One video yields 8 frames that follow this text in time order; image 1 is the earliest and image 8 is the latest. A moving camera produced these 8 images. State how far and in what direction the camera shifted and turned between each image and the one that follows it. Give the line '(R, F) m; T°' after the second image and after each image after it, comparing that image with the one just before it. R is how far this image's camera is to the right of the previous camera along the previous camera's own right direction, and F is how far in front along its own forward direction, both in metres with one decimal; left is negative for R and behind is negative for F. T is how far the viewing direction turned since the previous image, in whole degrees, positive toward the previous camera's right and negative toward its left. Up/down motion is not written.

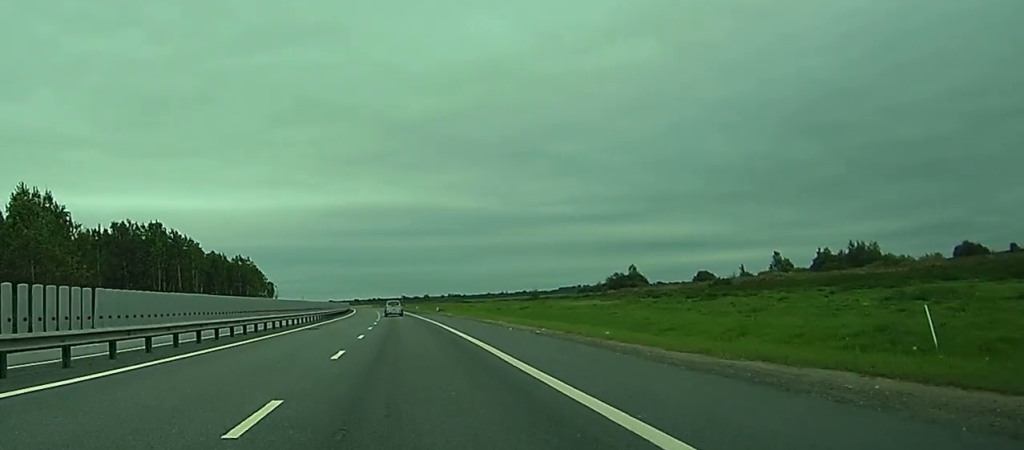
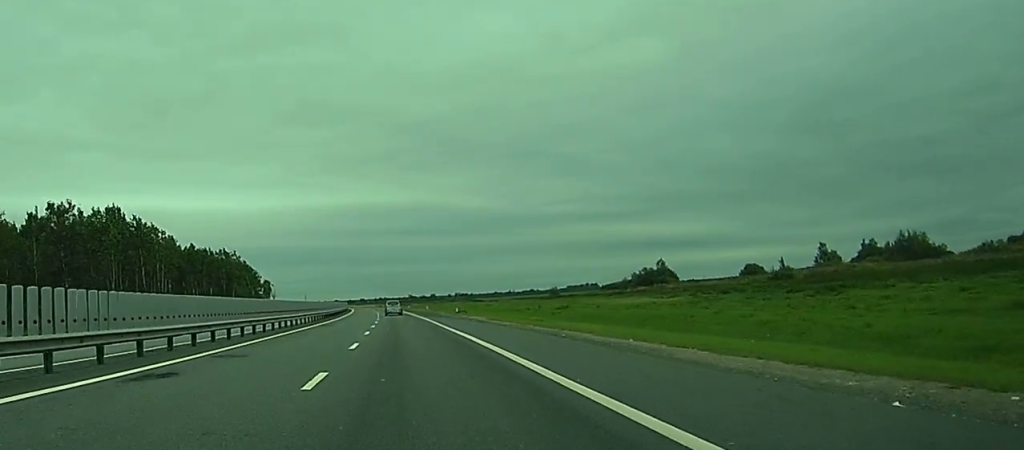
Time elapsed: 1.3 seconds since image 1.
(-0.3, +30.9) m; -1°
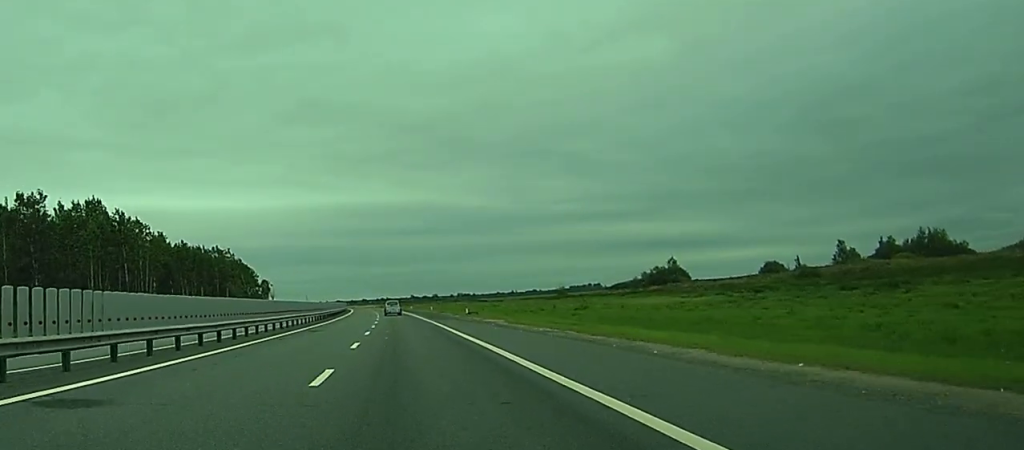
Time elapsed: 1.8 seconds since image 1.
(0.0, +11.0) m; 0°
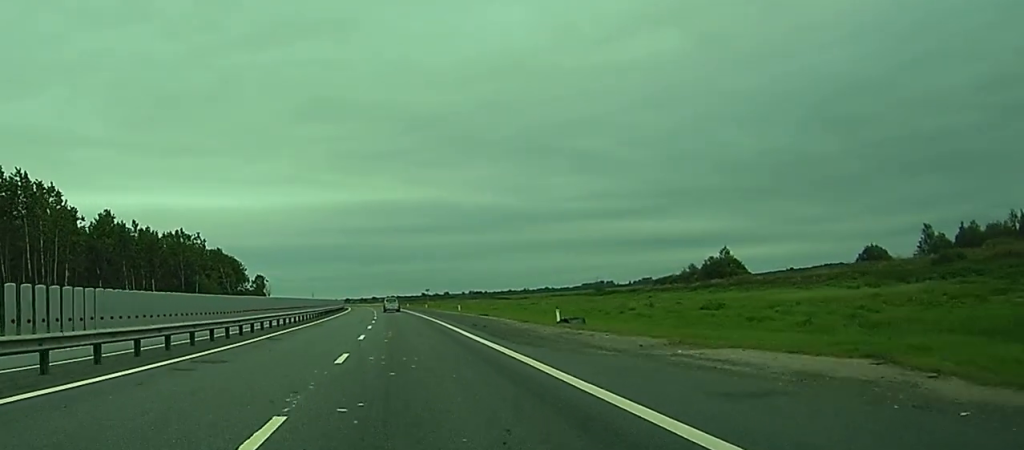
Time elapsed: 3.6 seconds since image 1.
(0.0, +42.4) m; -1°
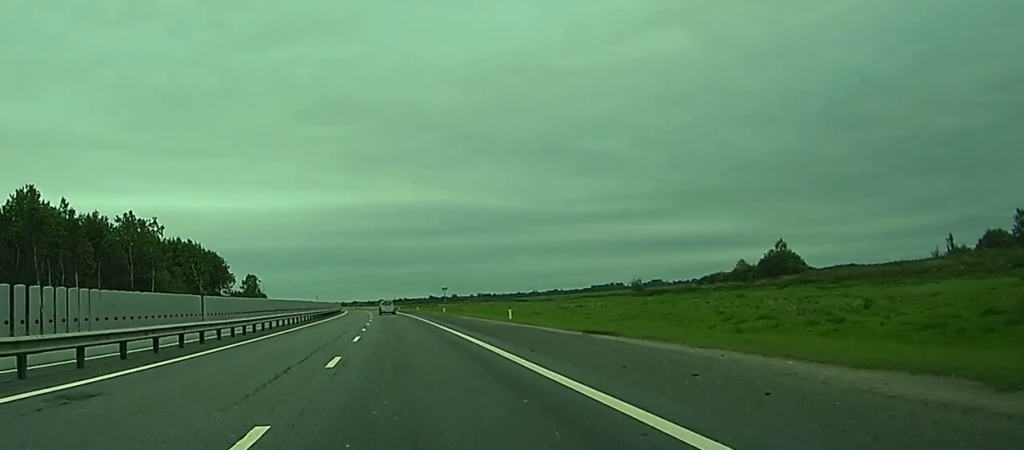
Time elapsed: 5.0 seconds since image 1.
(-0.4, +36.4) m; -1°
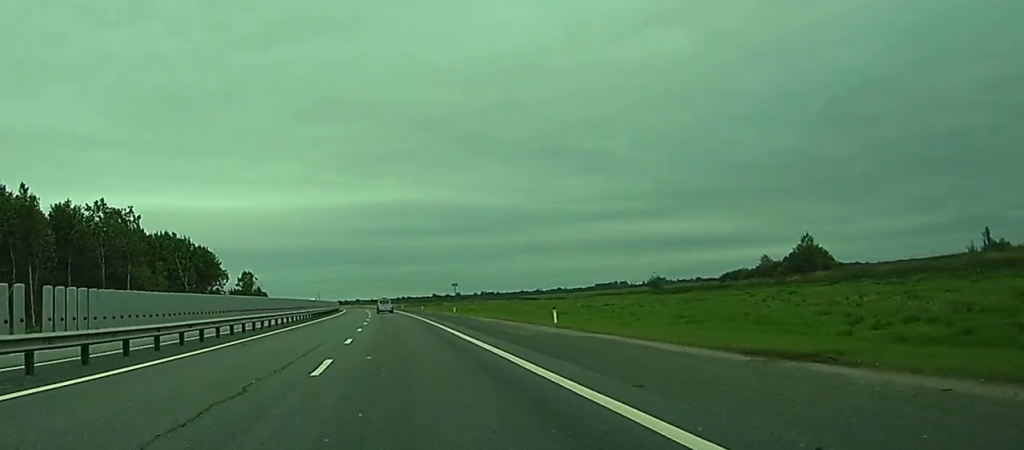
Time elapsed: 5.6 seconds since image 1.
(0.0, +14.3) m; 0°
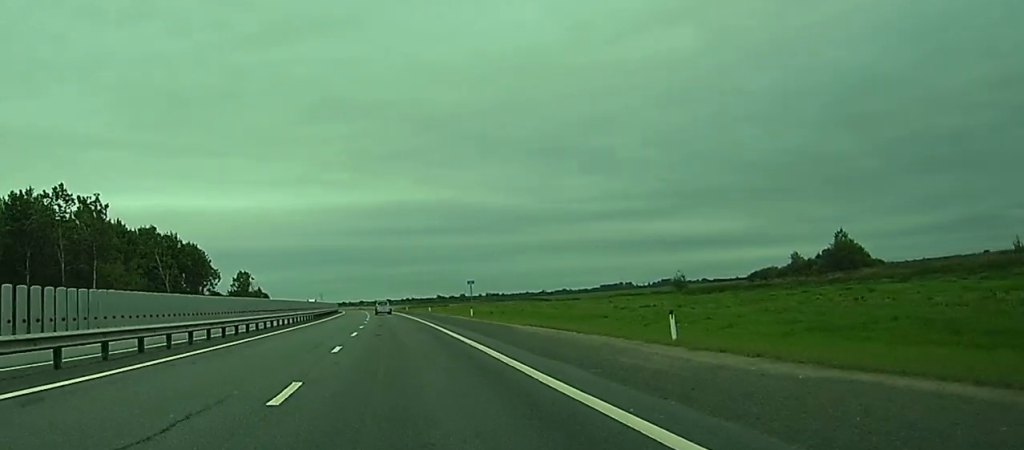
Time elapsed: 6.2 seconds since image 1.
(0.0, +16.1) m; 0°
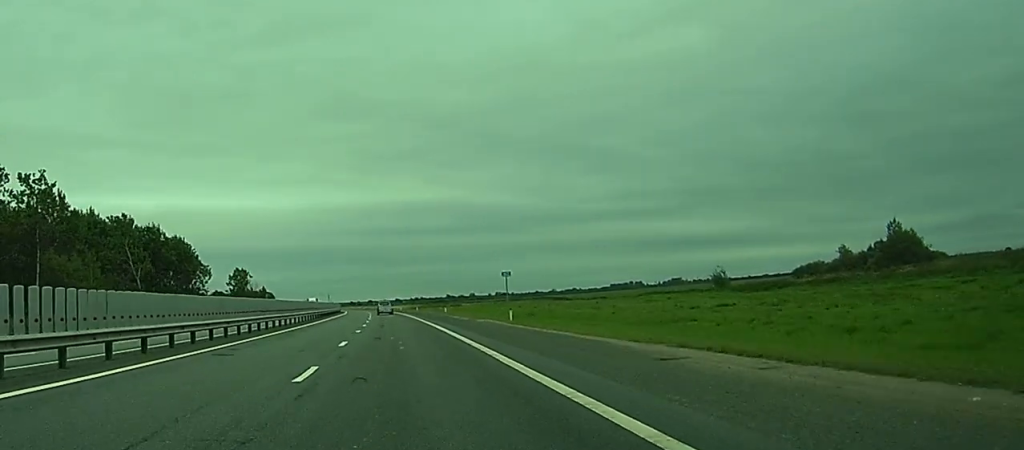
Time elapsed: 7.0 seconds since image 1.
(0.0, +20.6) m; 0°
